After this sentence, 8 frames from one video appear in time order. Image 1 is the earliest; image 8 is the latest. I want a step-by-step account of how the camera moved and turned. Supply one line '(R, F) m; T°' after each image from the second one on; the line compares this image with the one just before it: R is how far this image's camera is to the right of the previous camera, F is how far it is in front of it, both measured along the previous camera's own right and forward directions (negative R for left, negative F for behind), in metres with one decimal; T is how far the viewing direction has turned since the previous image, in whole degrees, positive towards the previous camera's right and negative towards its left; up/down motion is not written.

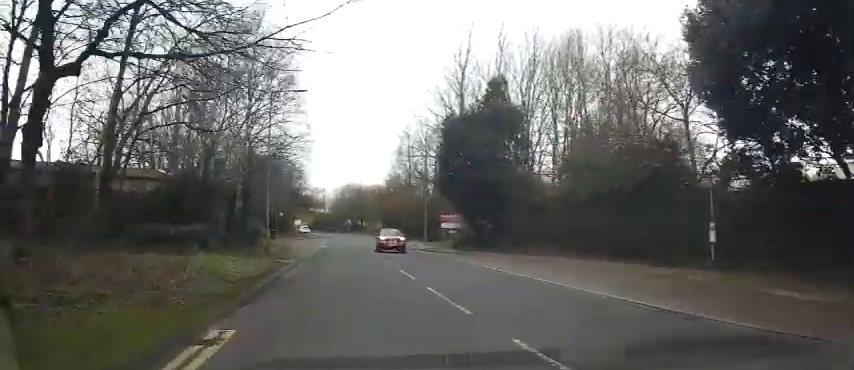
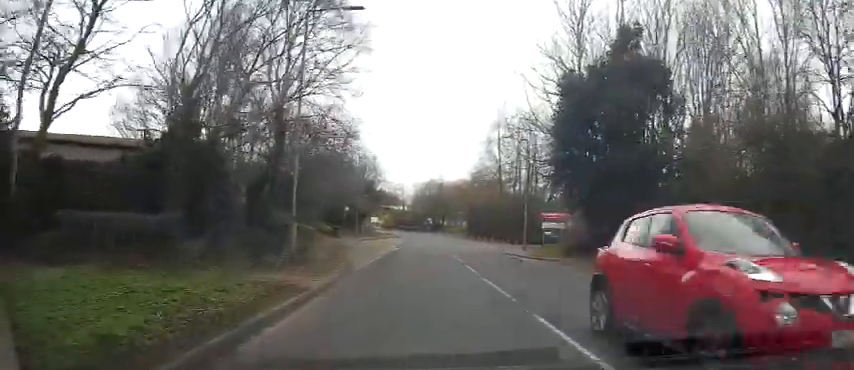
(-1.5, +7.2) m; -17°
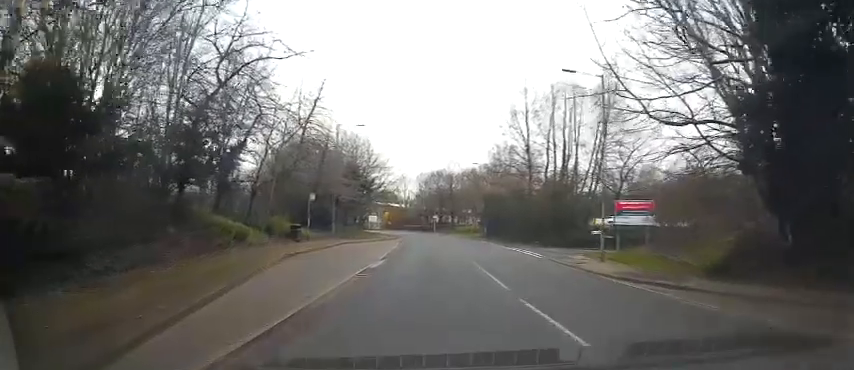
(-0.3, +13.4) m; -9°
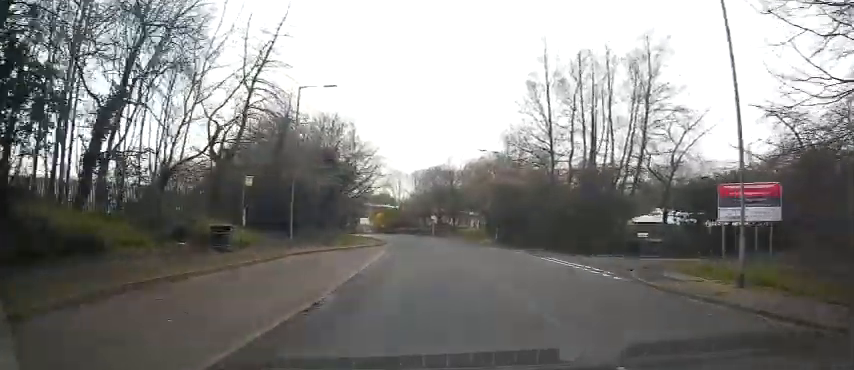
(-1.1, +11.6) m; -3°
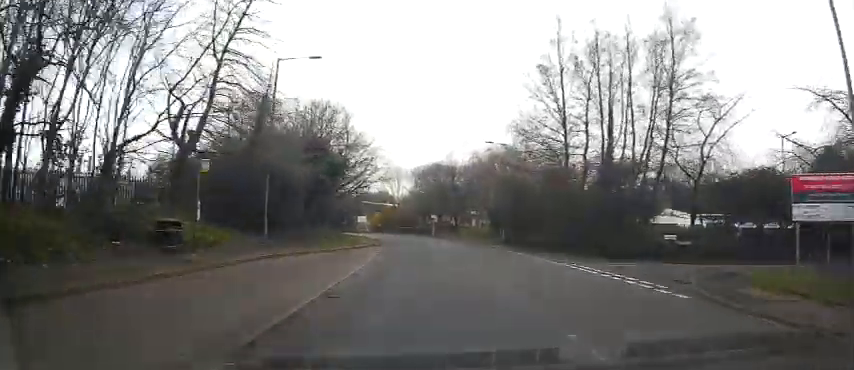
(+0.2, +4.4) m; +3°
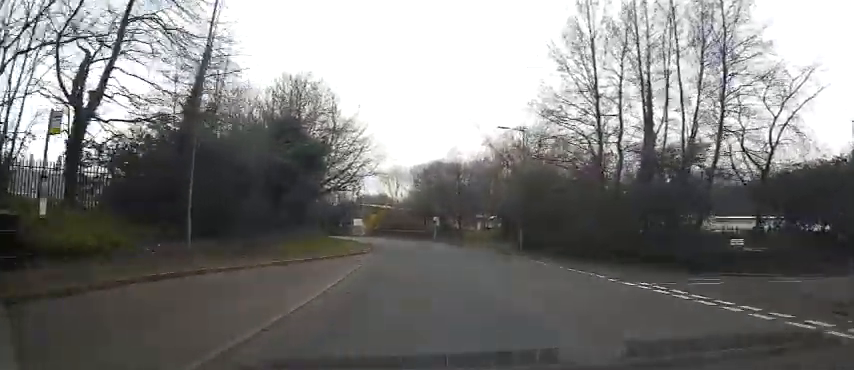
(+0.3, +7.9) m; +3°
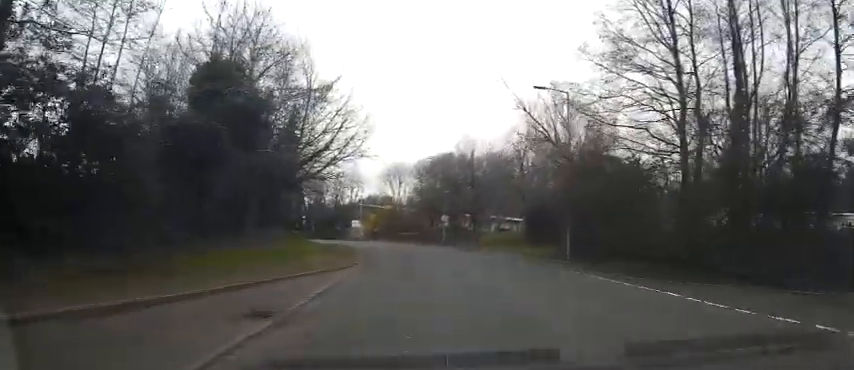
(+0.2, +10.3) m; -4°
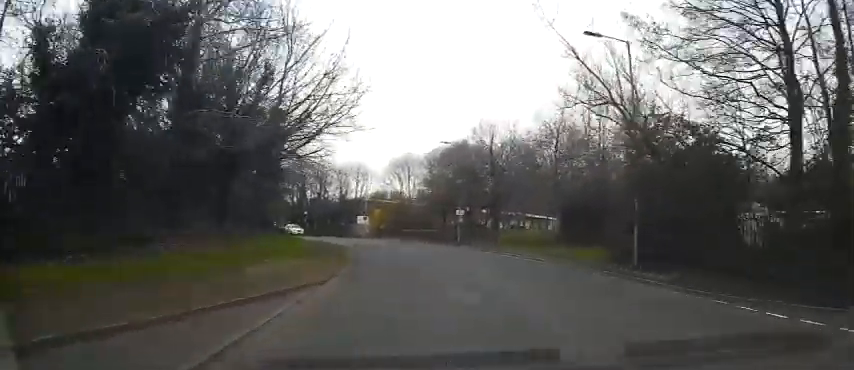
(-0.8, +7.0) m; -2°
